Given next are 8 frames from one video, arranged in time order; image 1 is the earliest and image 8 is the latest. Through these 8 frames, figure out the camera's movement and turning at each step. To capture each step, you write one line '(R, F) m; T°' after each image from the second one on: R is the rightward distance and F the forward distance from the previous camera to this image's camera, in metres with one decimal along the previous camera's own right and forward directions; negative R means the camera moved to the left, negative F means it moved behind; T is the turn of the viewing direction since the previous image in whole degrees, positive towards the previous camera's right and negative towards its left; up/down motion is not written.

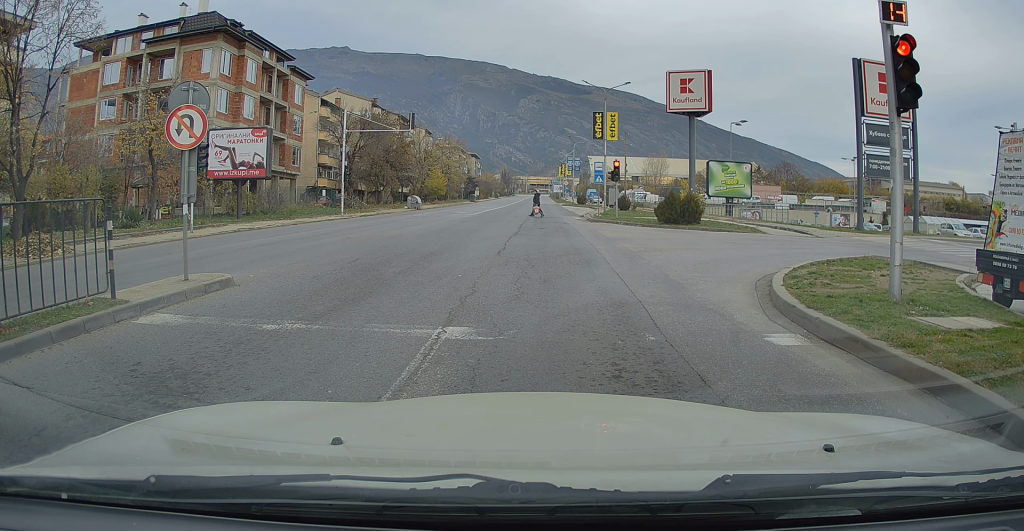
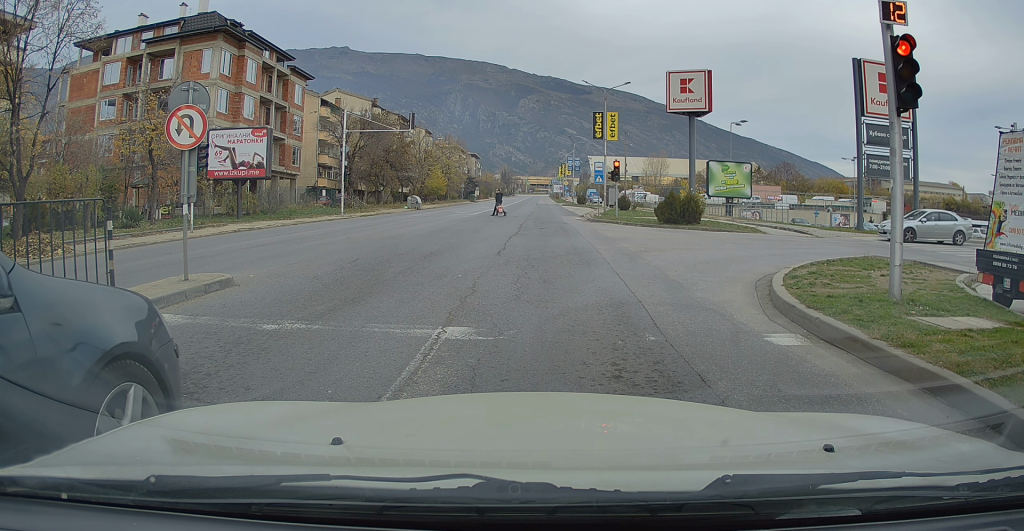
(0.0, 0.0) m; 0°
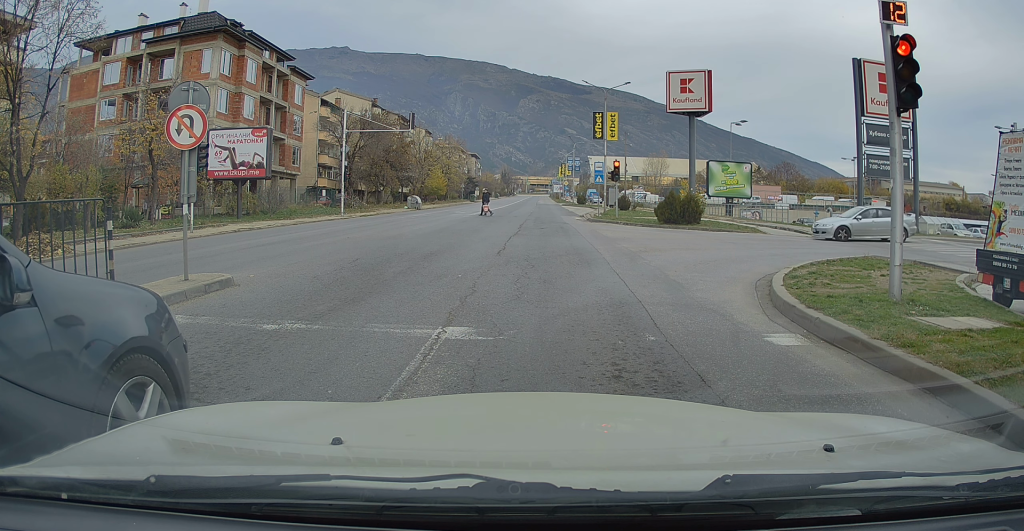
(0.0, 0.0) m; 0°
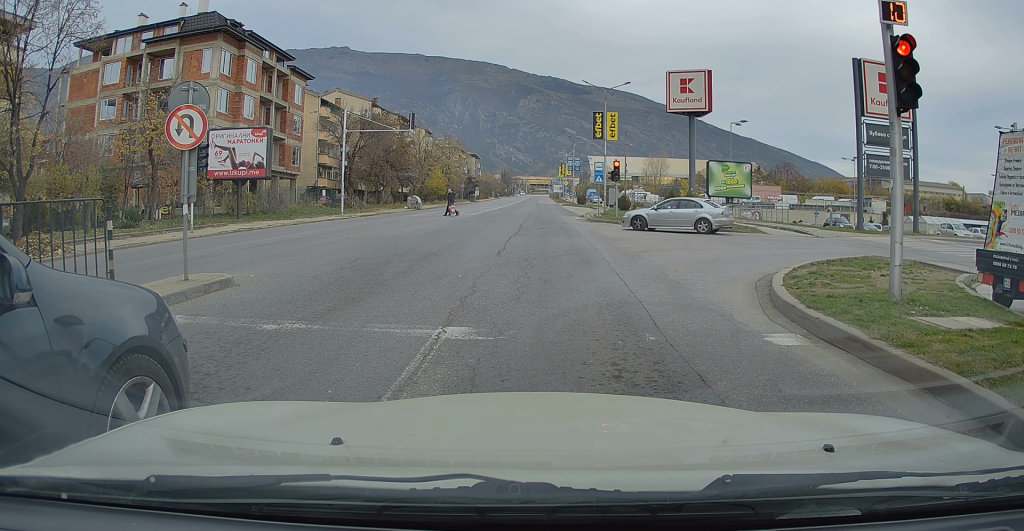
(0.0, 0.0) m; 0°
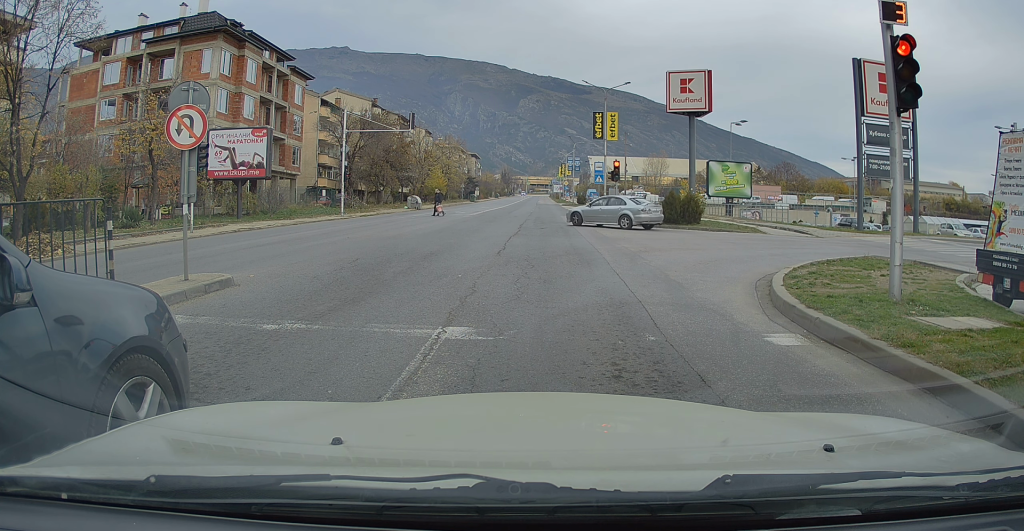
(0.0, 0.0) m; 0°
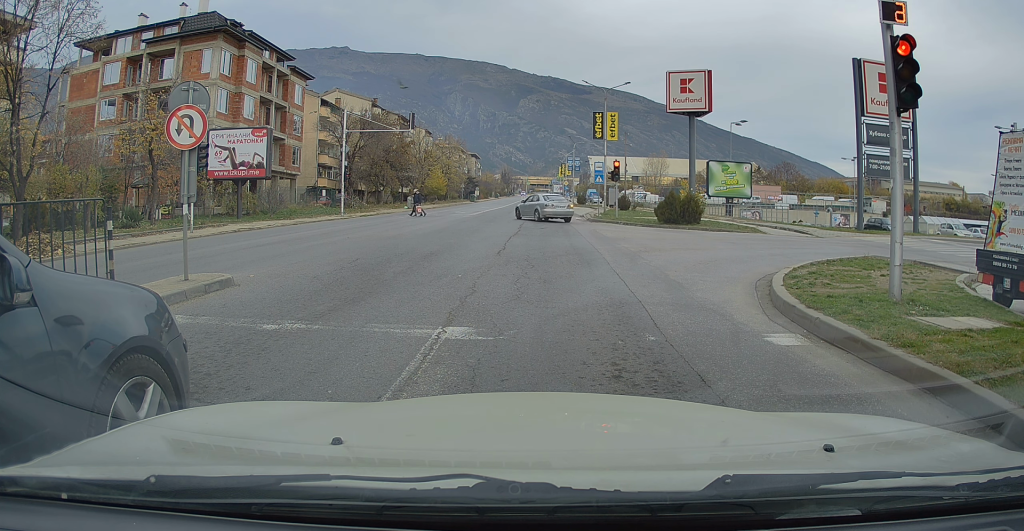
(0.0, 0.0) m; 0°
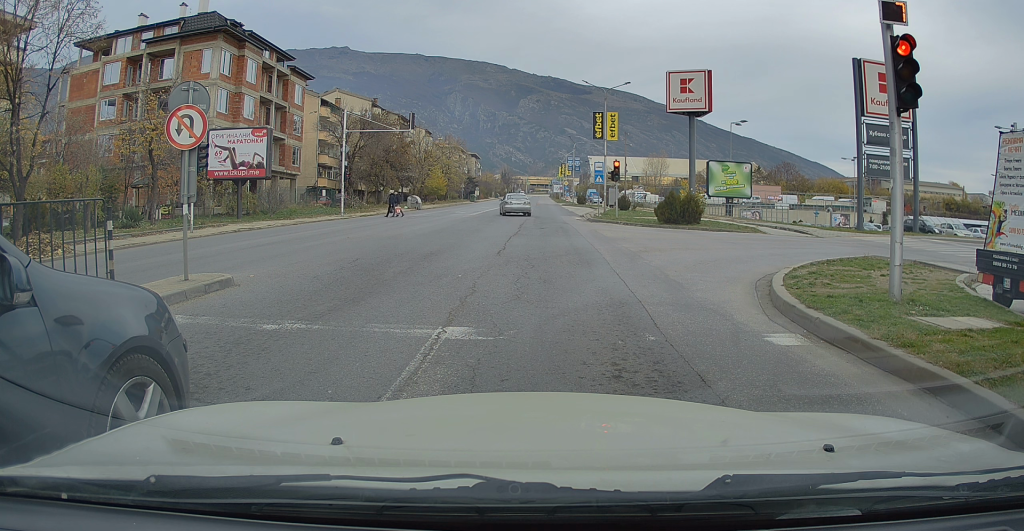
(0.0, 0.0) m; 0°
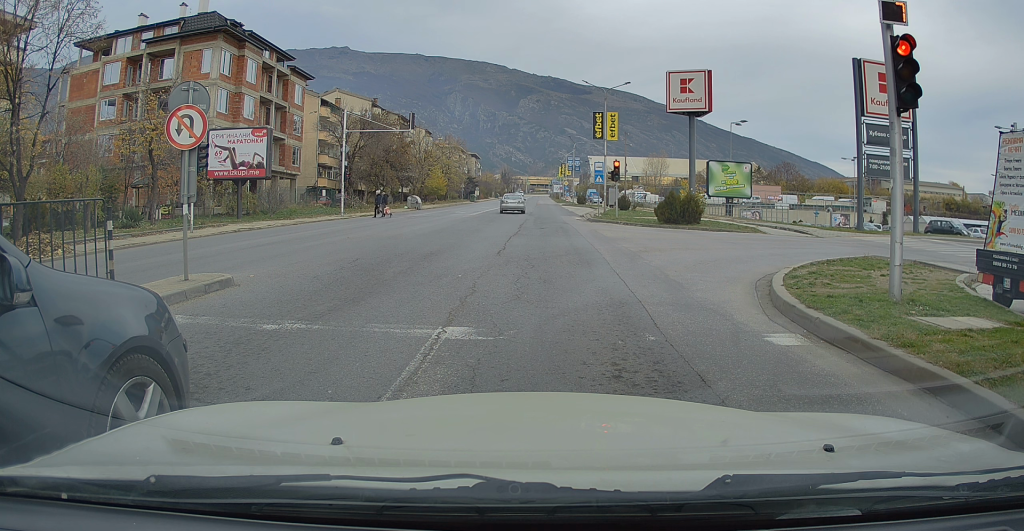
(0.0, 0.0) m; 0°
